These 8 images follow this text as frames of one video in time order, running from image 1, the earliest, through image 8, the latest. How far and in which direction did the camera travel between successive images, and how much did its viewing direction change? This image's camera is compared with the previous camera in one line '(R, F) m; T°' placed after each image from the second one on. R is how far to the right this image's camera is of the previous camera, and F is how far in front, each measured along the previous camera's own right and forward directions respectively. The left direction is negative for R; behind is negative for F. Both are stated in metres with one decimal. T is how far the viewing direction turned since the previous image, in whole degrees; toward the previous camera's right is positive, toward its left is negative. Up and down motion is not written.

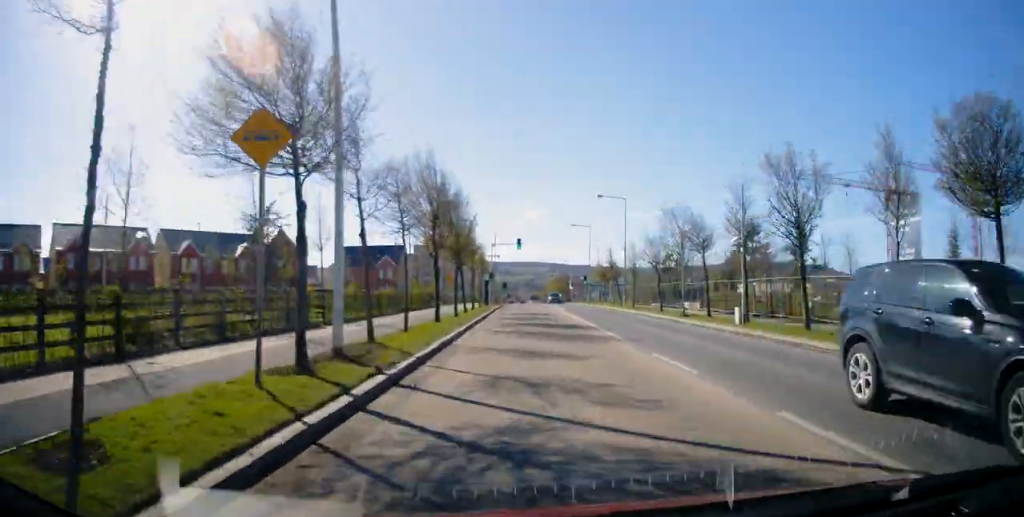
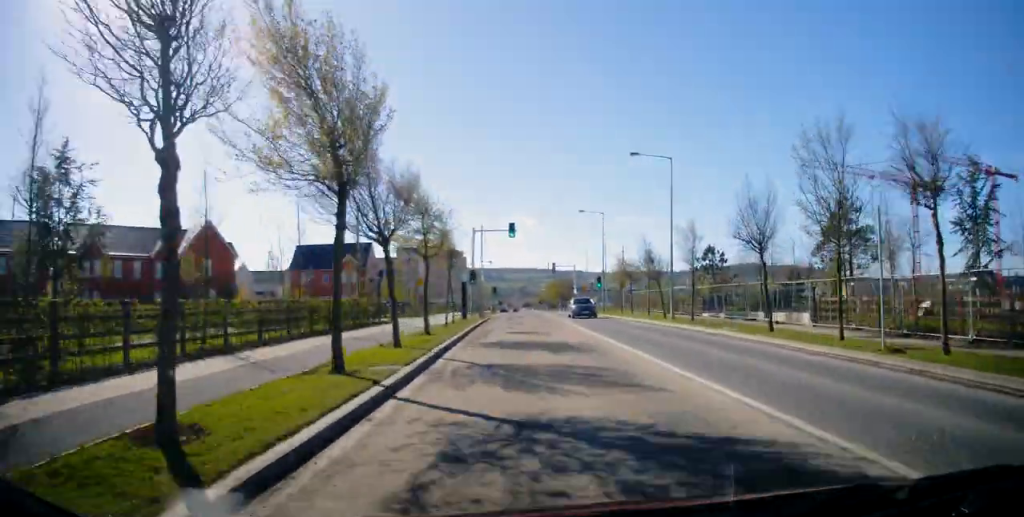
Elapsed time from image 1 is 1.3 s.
(0.0, +18.1) m; 0°
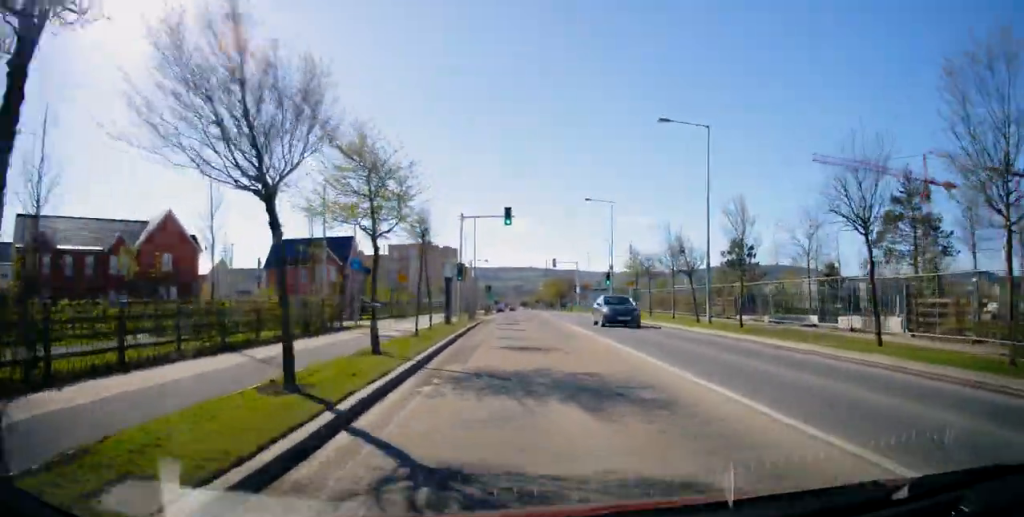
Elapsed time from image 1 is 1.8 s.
(-0.1, +7.4) m; 0°
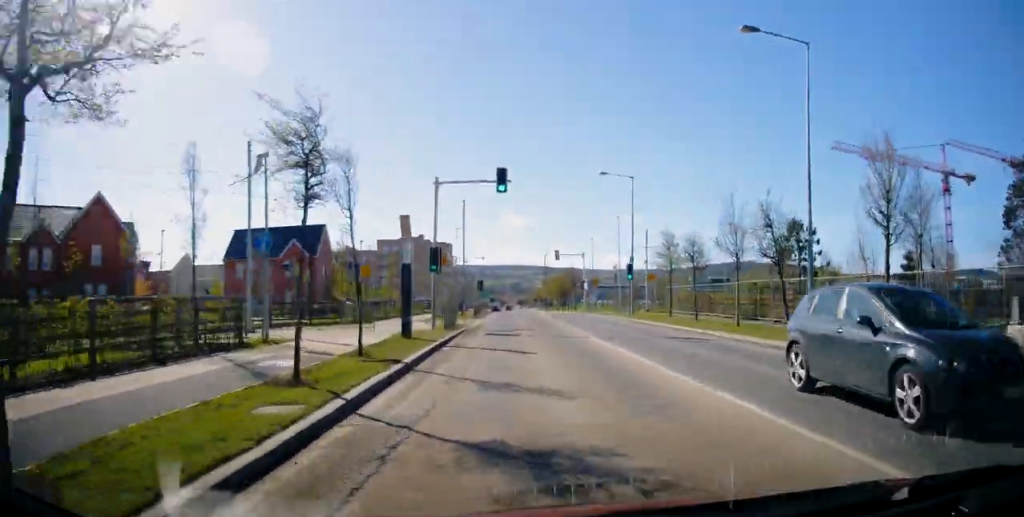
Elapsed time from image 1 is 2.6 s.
(+0.2, +10.5) m; 0°
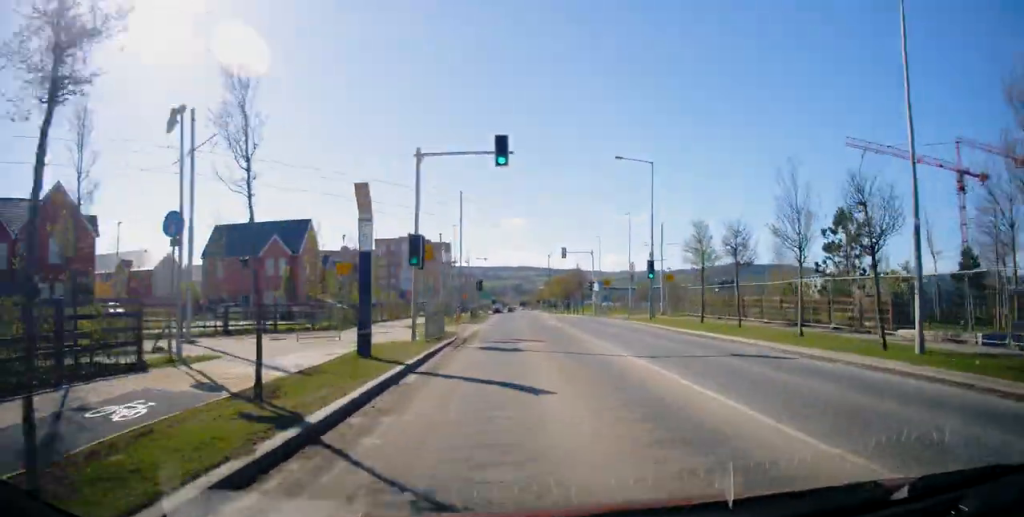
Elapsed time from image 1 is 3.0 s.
(0.0, +5.4) m; 0°
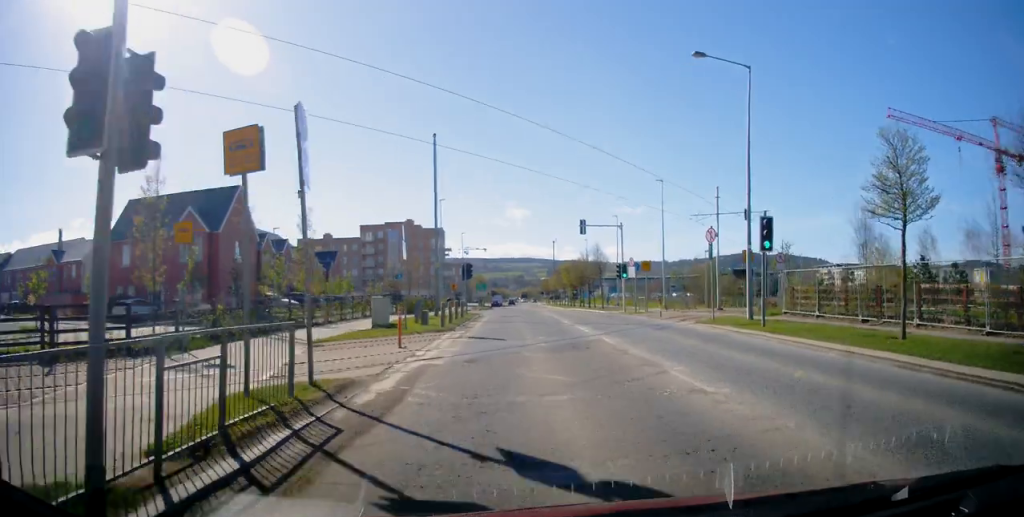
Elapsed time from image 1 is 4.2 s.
(-0.1, +15.7) m; 0°
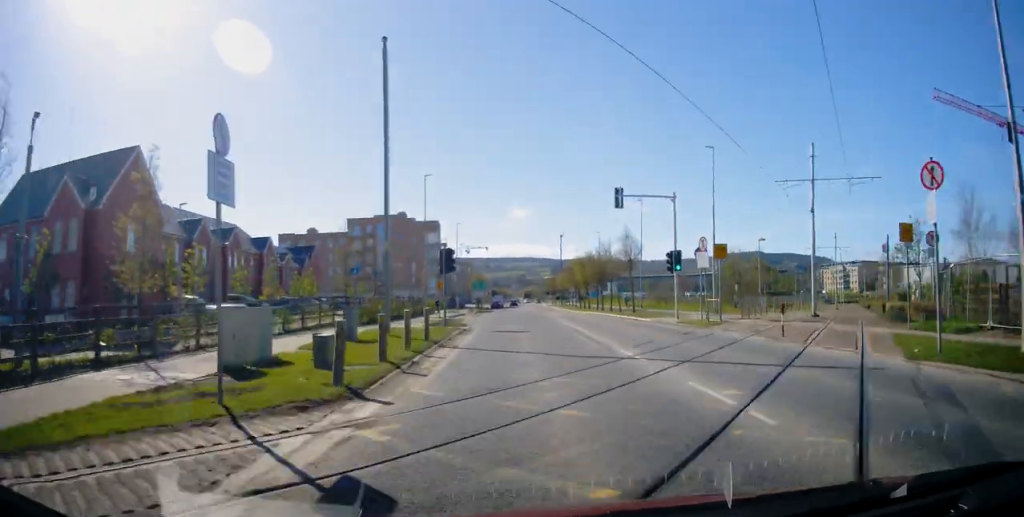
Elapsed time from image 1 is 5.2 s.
(+0.1, +13.8) m; +1°
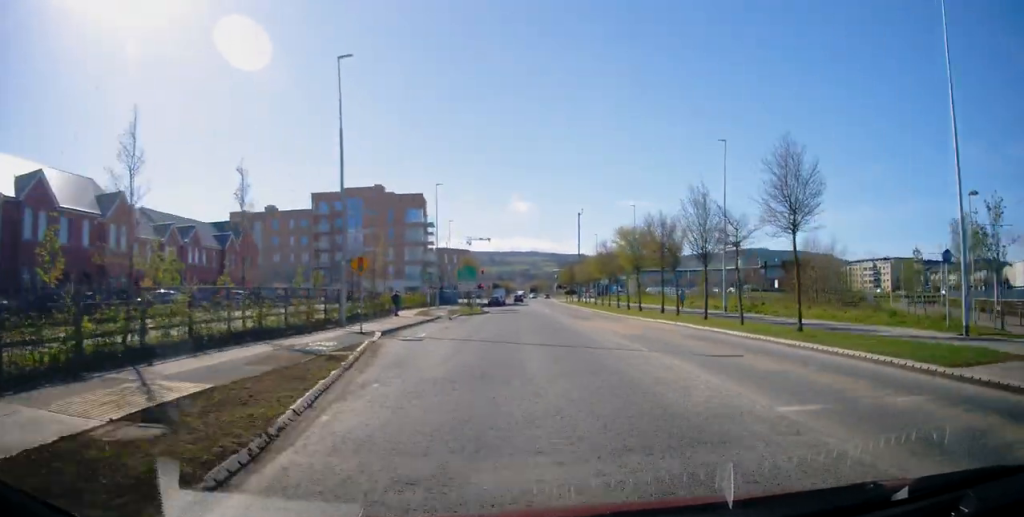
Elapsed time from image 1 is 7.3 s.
(+0.1, +26.1) m; -1°
